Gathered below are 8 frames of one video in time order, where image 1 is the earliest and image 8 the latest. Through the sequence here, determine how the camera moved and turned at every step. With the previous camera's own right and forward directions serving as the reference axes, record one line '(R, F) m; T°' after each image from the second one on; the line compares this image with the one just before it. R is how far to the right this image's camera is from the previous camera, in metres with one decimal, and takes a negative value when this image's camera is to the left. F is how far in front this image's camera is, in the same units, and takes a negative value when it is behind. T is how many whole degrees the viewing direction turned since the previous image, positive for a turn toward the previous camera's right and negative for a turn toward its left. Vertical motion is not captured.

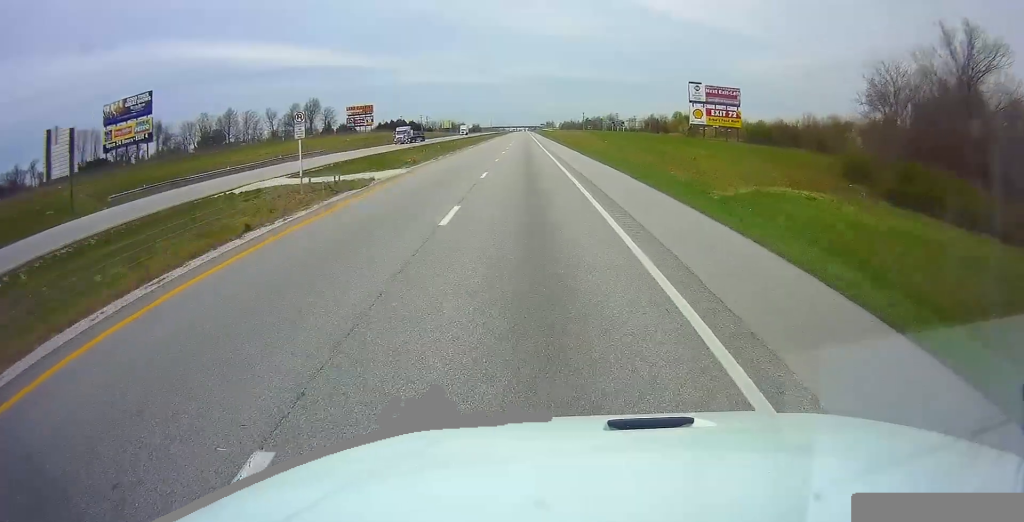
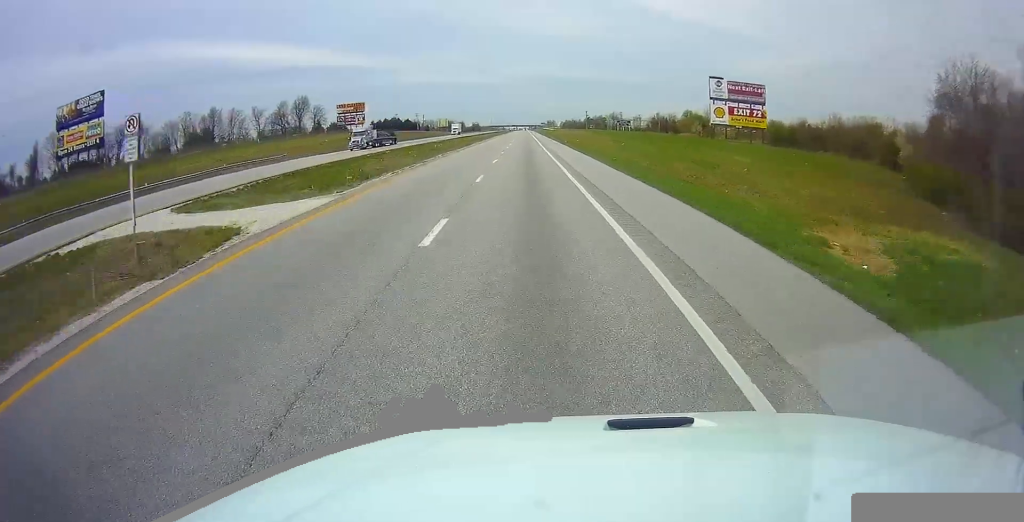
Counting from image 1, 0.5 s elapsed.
(+0.3, +14.4) m; 0°
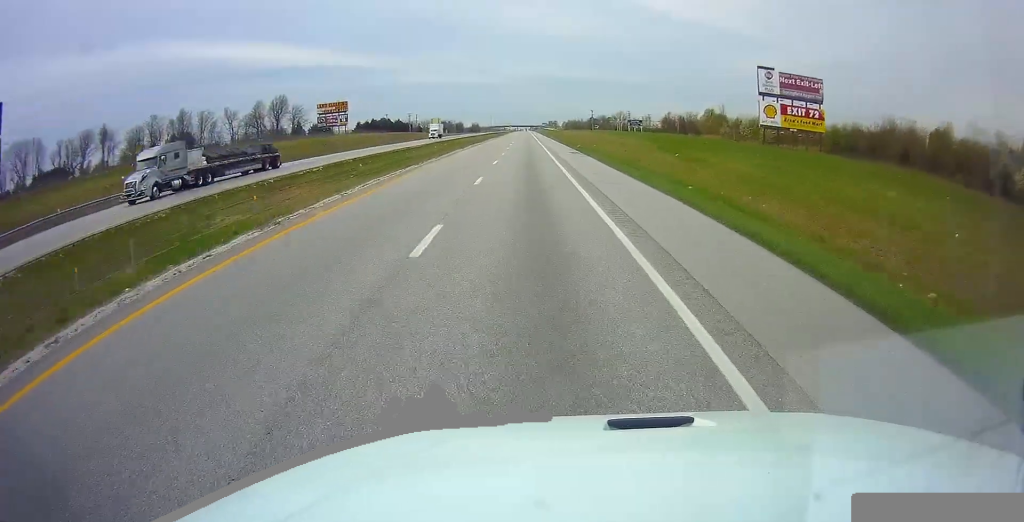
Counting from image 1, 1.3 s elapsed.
(-0.2, +24.6) m; -1°
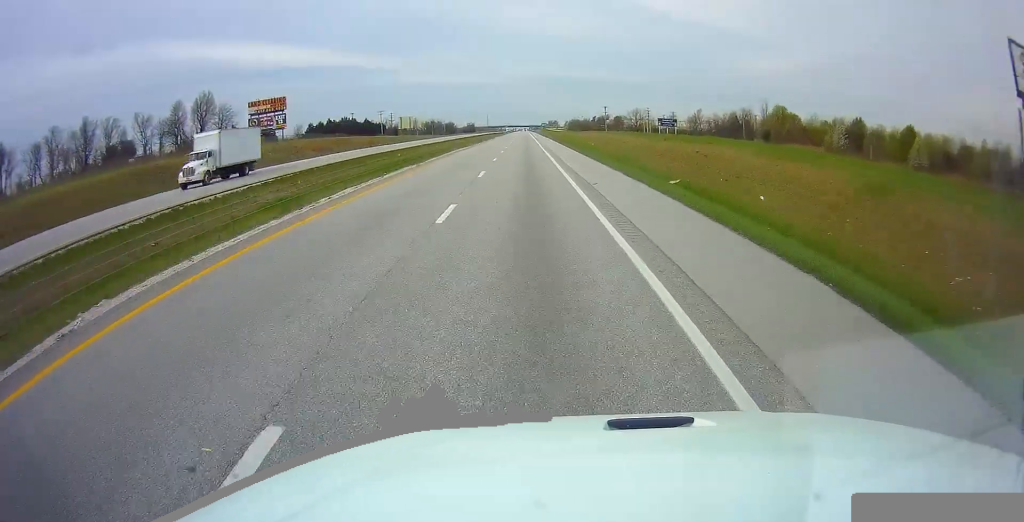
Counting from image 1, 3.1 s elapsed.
(-0.5, +55.9) m; 0°
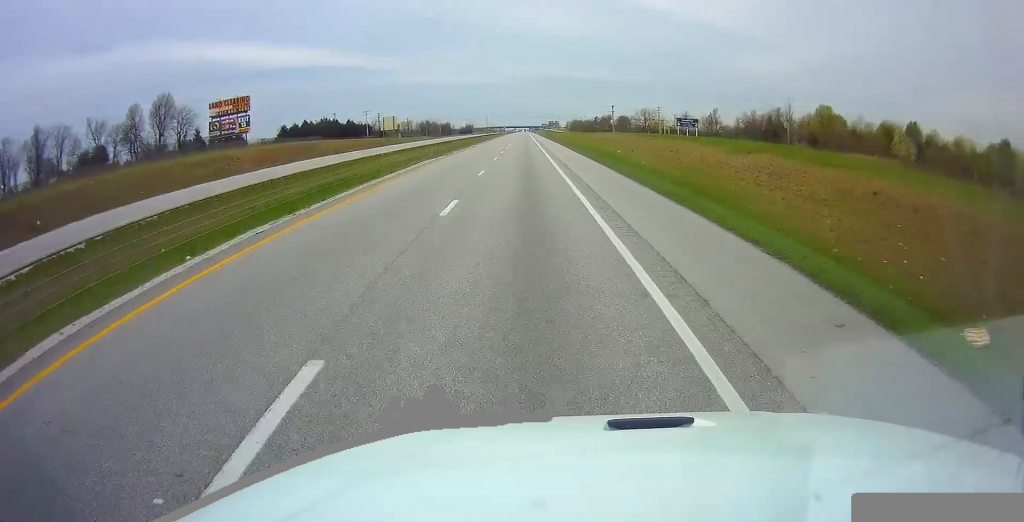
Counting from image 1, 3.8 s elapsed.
(0.0, +22.1) m; 0°
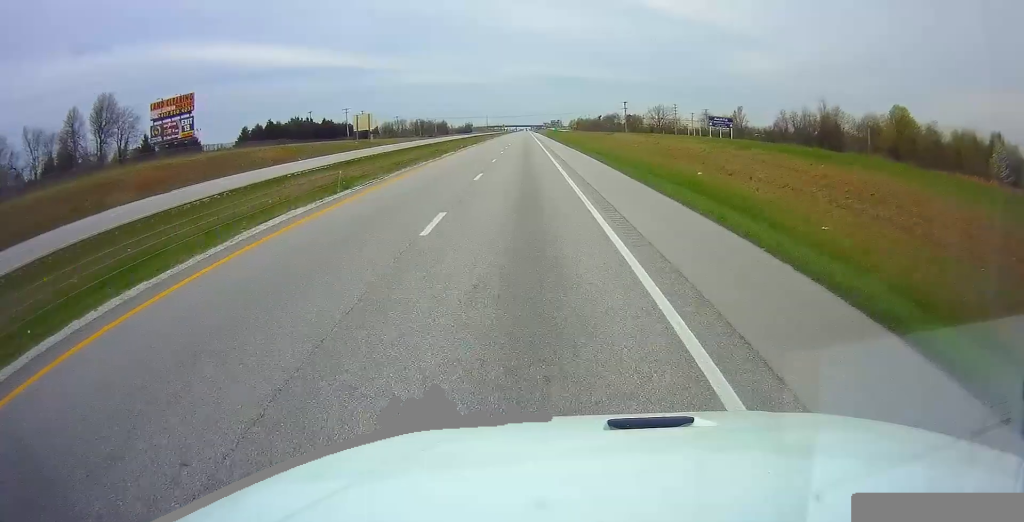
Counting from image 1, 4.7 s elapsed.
(-0.1, +25.7) m; +1°
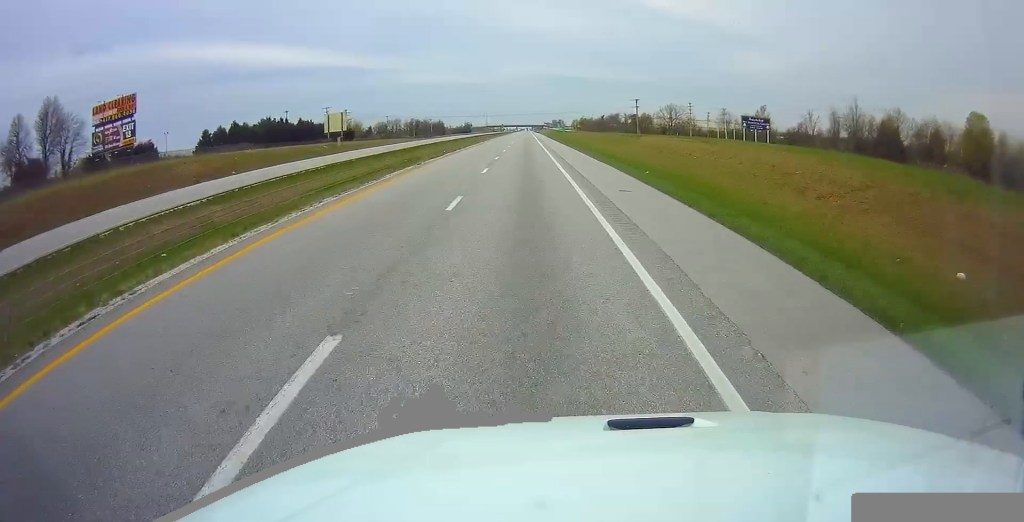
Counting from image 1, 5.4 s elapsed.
(+0.4, +19.2) m; 0°
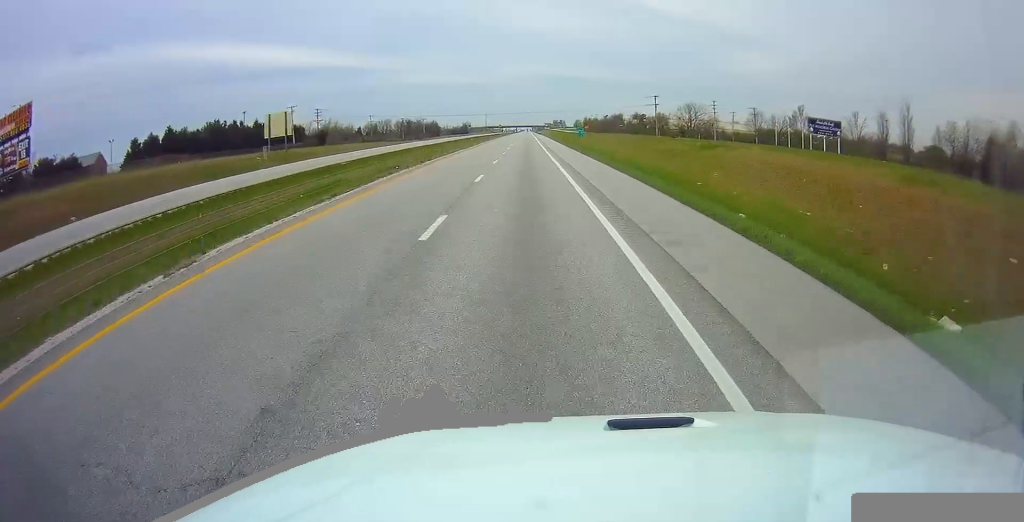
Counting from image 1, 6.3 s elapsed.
(0.0, +25.1) m; 0°
